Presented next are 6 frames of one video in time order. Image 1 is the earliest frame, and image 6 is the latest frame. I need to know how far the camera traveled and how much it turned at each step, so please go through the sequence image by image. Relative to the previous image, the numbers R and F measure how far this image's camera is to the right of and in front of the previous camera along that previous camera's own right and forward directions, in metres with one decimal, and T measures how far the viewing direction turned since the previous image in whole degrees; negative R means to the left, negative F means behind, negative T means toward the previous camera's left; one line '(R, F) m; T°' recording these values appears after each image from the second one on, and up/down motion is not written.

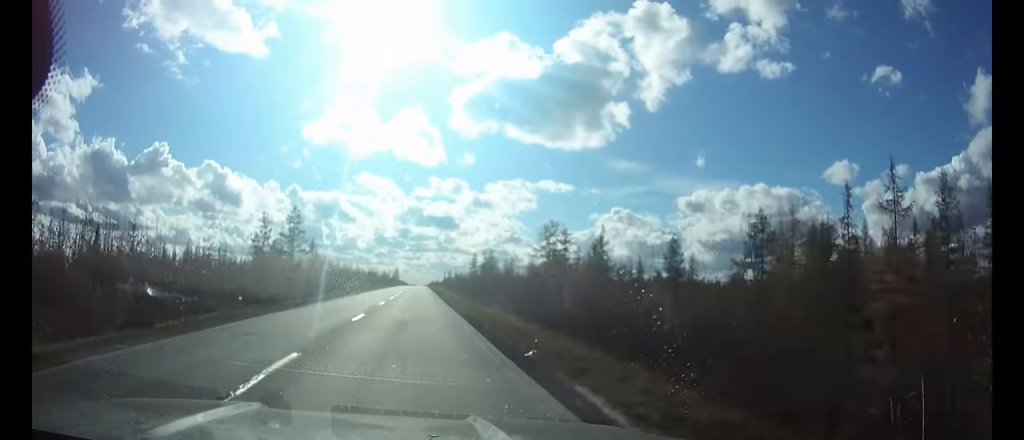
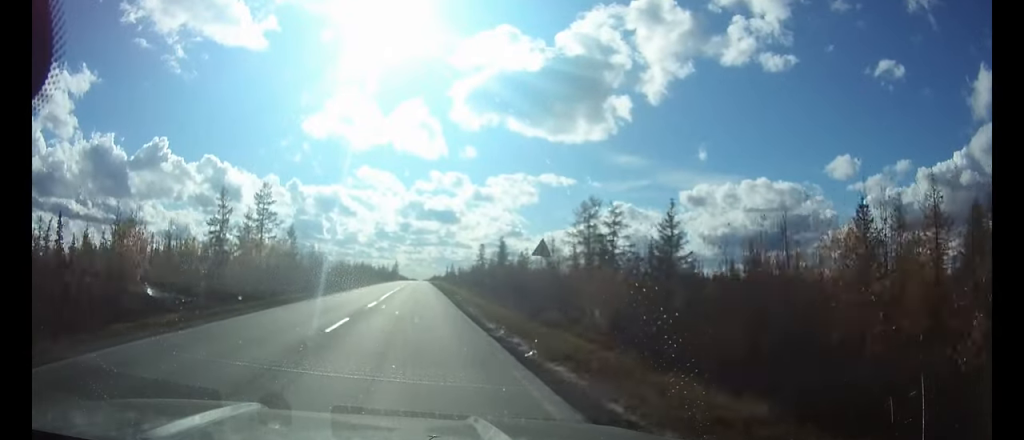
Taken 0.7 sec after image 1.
(0.0, +19.6) m; 0°
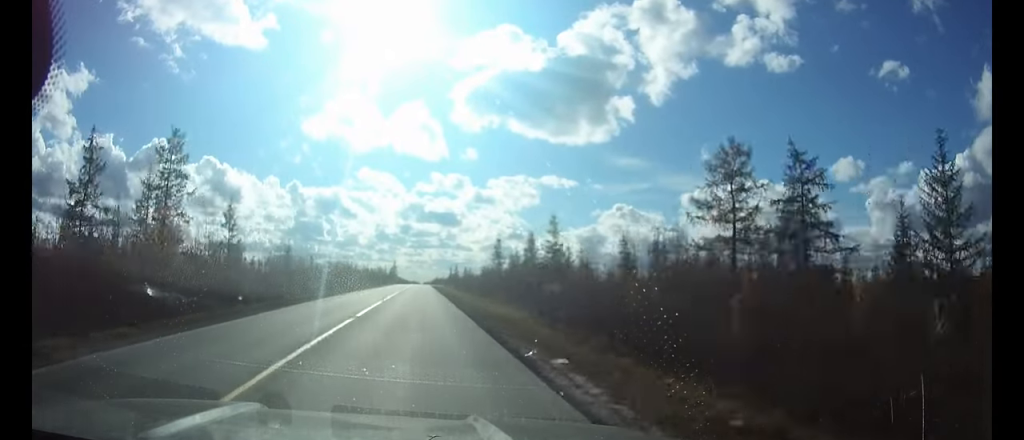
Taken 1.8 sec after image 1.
(0.0, +29.9) m; 0°
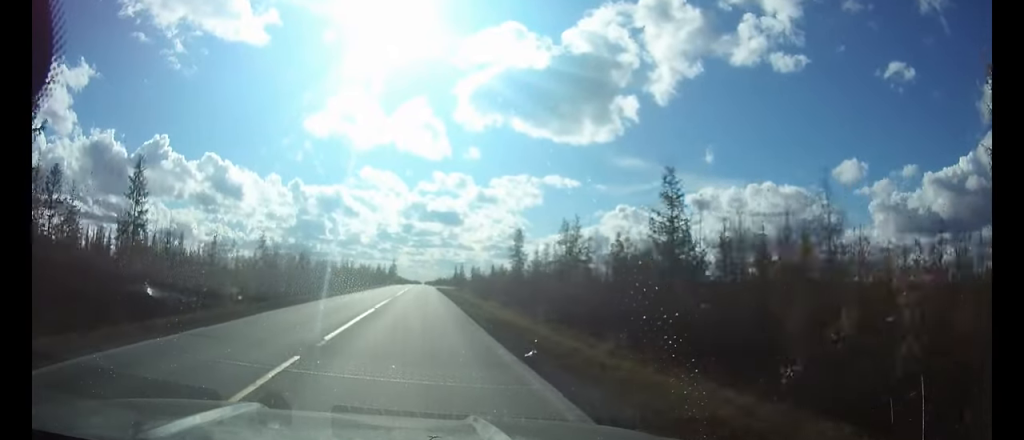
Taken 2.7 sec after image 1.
(0.0, +22.1) m; 0°
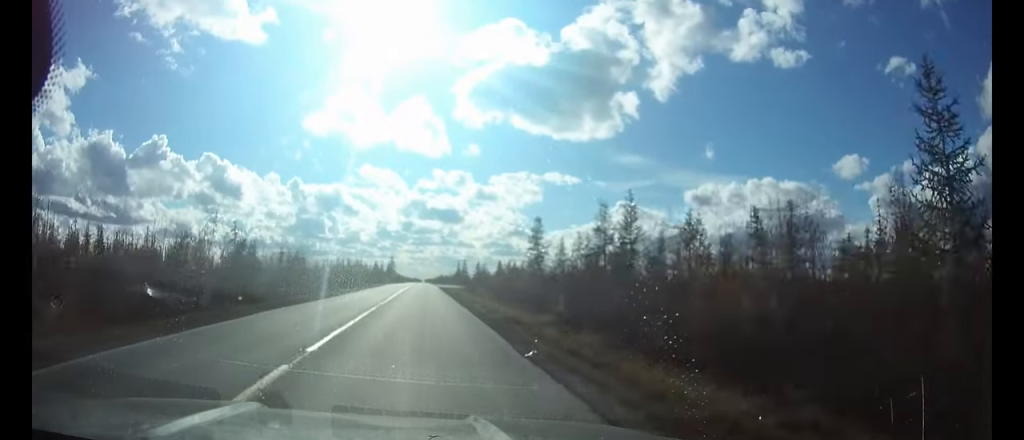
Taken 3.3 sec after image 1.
(0.0, +16.1) m; 0°
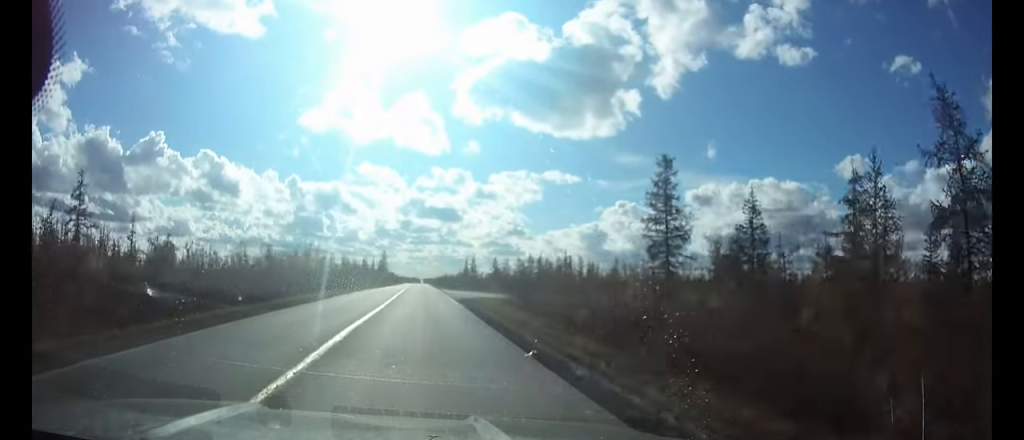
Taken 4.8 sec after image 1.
(0.0, +43.1) m; 0°
